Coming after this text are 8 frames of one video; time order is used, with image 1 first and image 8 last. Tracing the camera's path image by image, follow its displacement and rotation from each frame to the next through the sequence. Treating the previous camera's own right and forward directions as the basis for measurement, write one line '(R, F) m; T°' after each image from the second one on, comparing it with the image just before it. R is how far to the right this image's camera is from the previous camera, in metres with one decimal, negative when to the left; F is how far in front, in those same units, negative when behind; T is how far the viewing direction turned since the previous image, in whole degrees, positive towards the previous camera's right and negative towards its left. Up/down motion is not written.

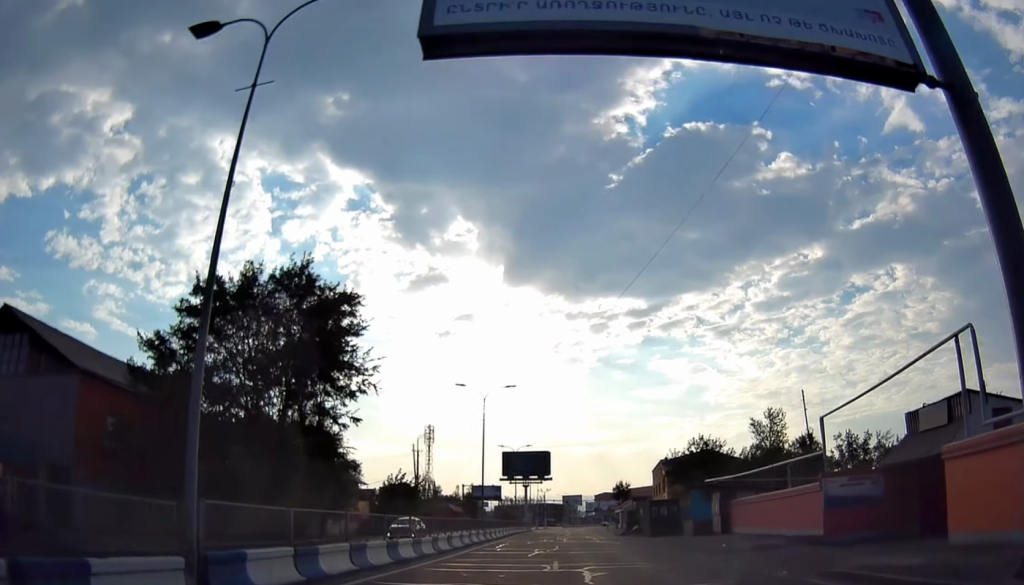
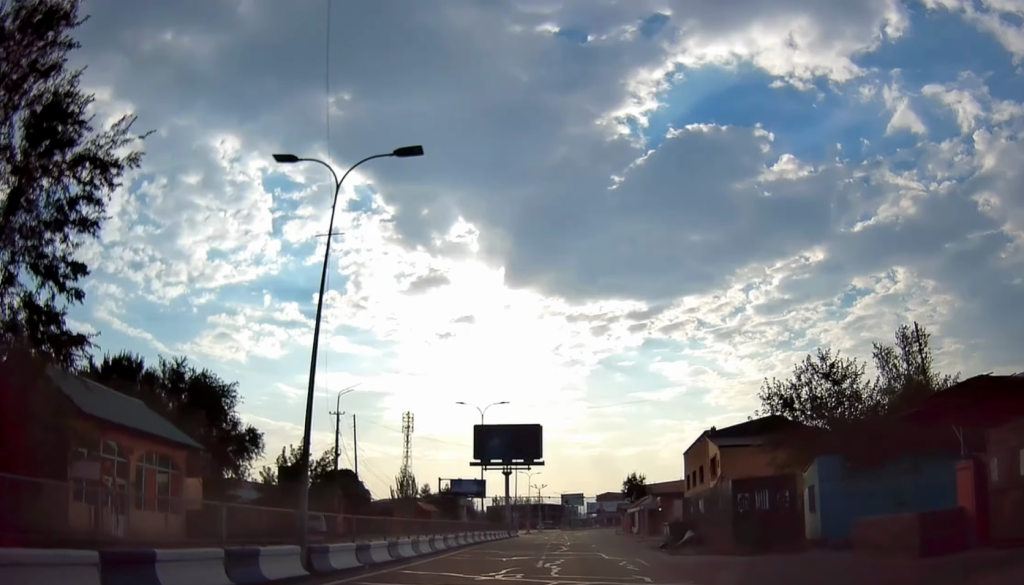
(0.0, +26.7) m; 0°
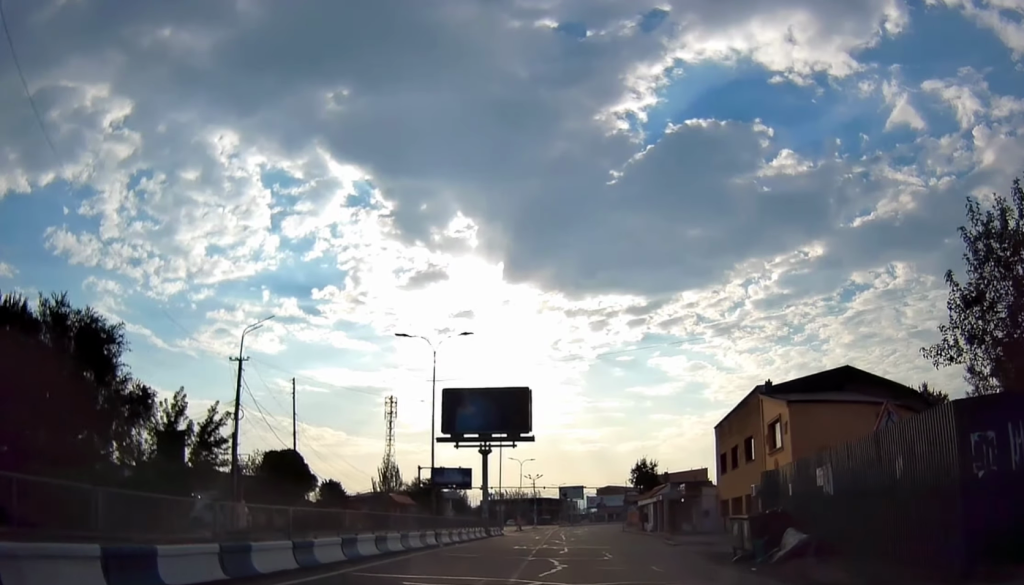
(-0.2, +15.6) m; 0°
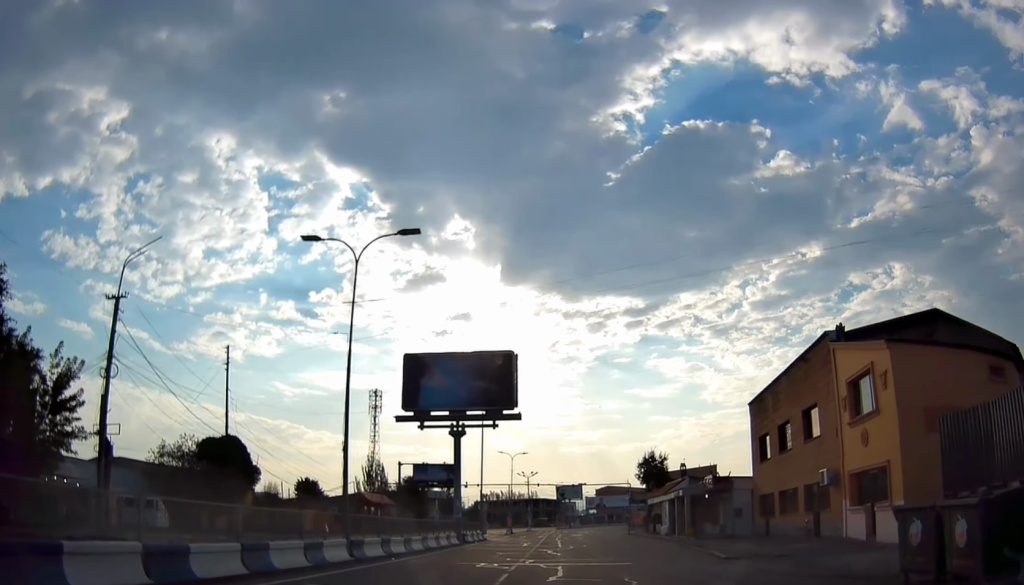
(-0.1, +11.1) m; 0°
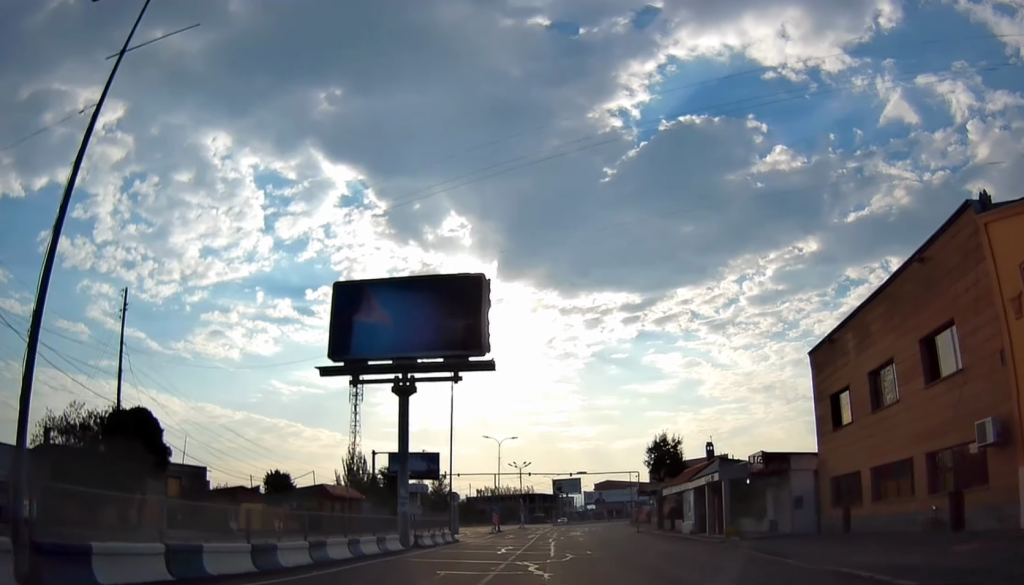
(+0.4, +11.7) m; 0°
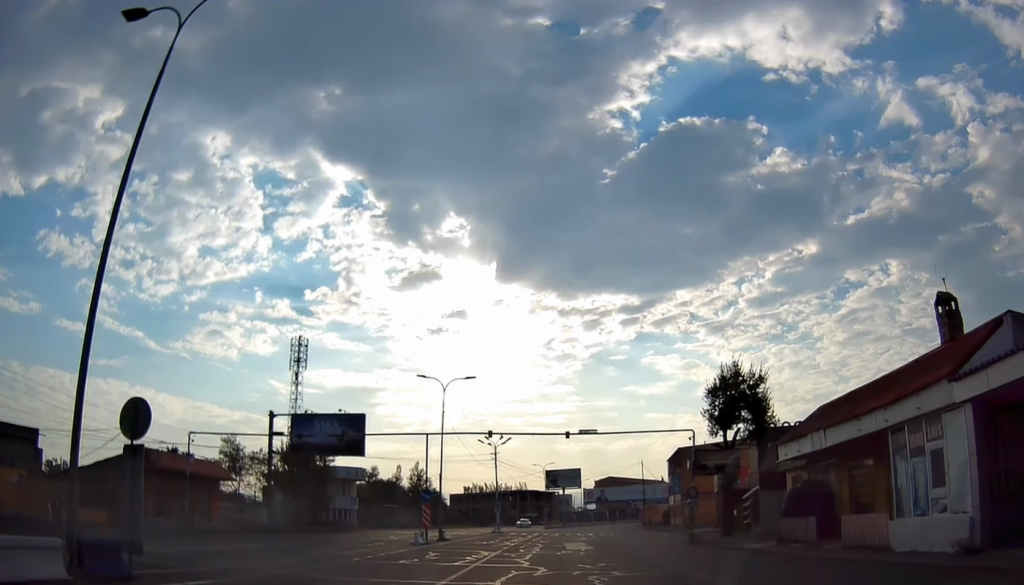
(-0.8, +29.5) m; -2°
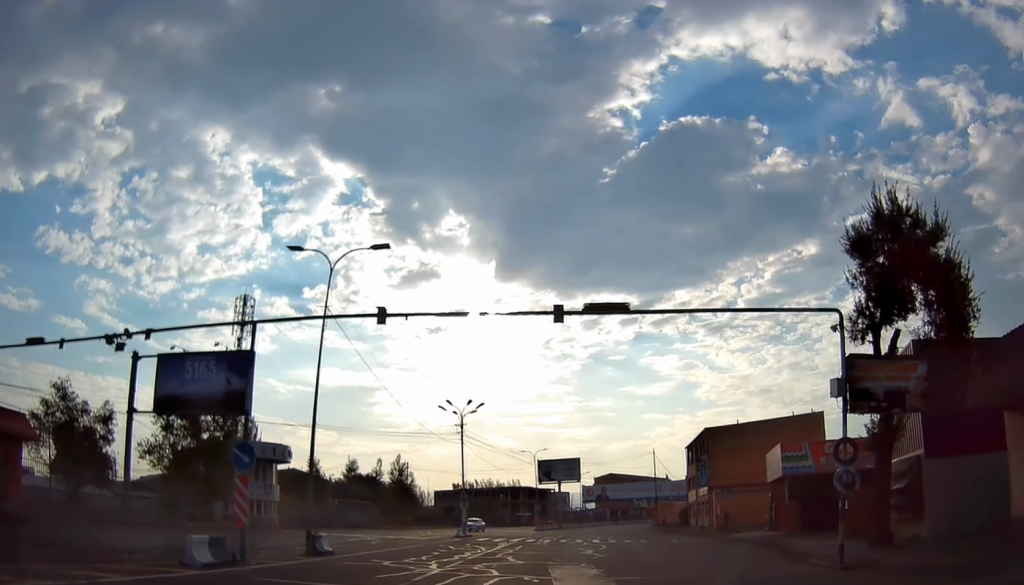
(0.0, +19.8) m; +1°
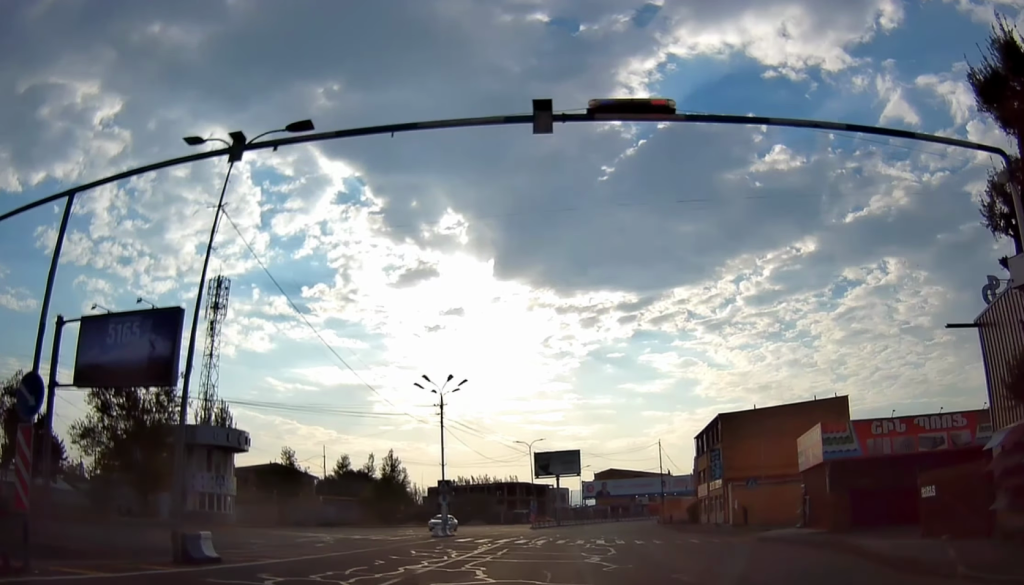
(-0.1, +7.3) m; +1°
